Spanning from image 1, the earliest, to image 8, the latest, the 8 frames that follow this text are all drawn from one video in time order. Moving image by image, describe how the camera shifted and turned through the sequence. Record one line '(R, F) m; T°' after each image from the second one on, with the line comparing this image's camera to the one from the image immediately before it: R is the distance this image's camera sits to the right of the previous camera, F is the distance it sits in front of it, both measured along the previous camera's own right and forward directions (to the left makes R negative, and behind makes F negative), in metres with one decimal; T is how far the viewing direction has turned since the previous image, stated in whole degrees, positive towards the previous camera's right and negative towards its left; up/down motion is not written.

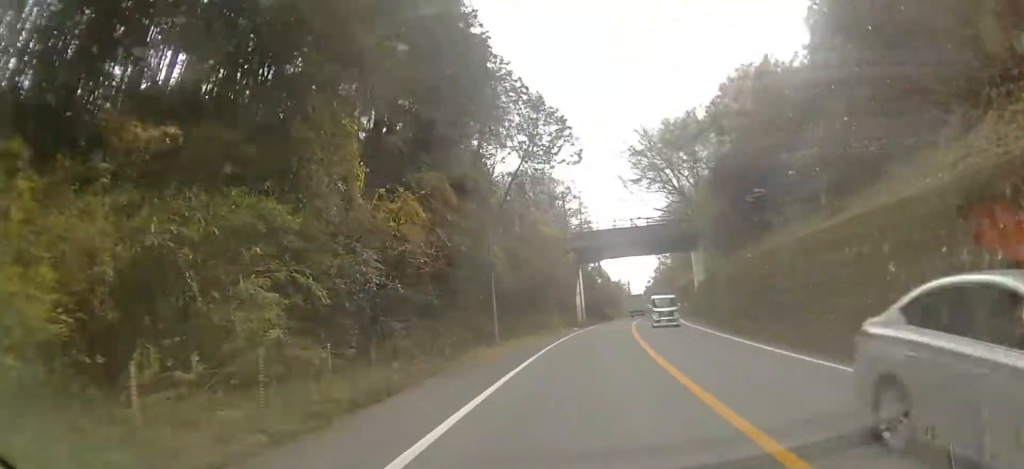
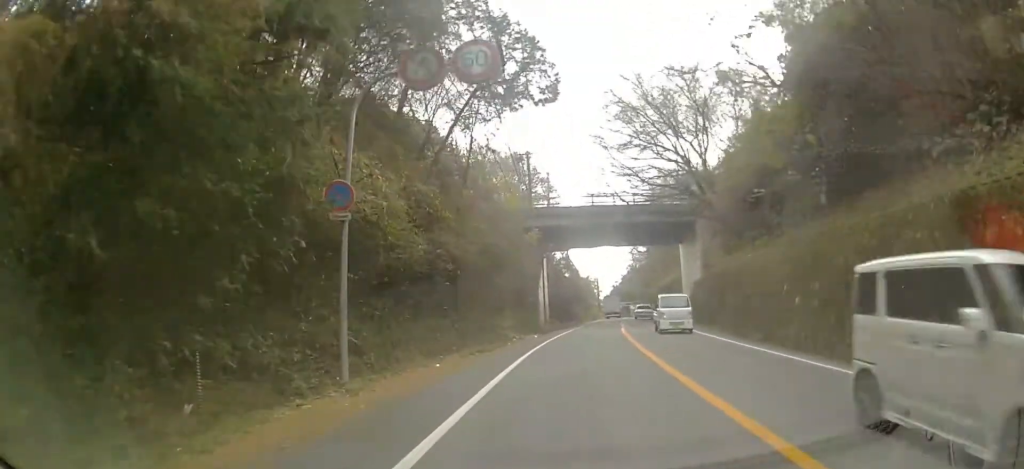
(+0.2, +12.6) m; +2°
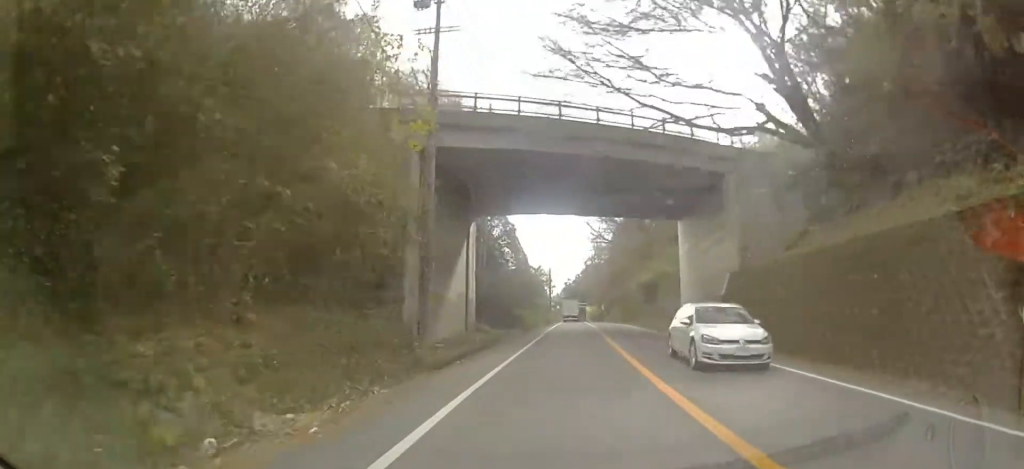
(+1.1, +19.9) m; +7°
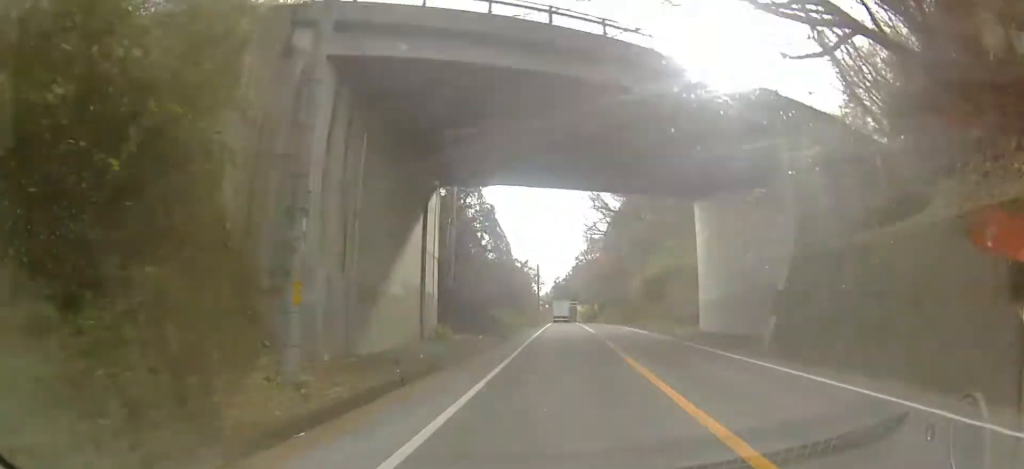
(+0.3, +7.6) m; +2°
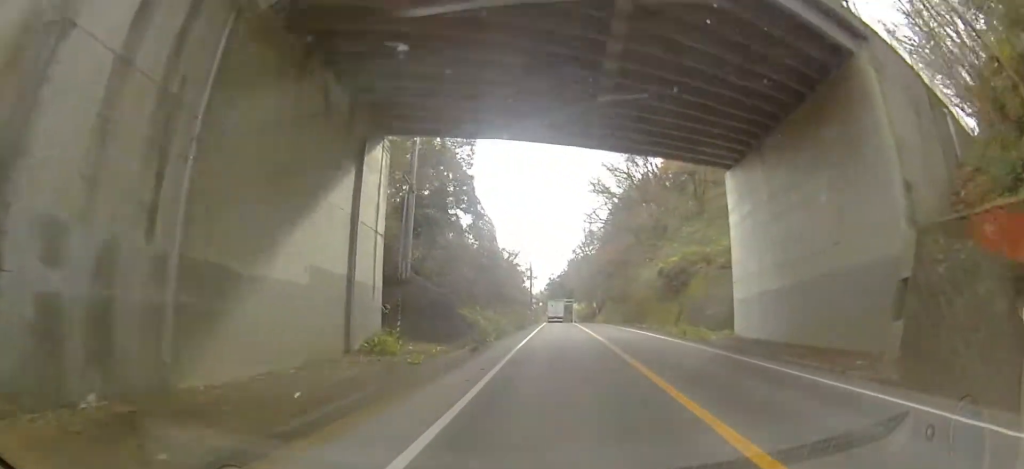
(-0.1, +7.9) m; +2°
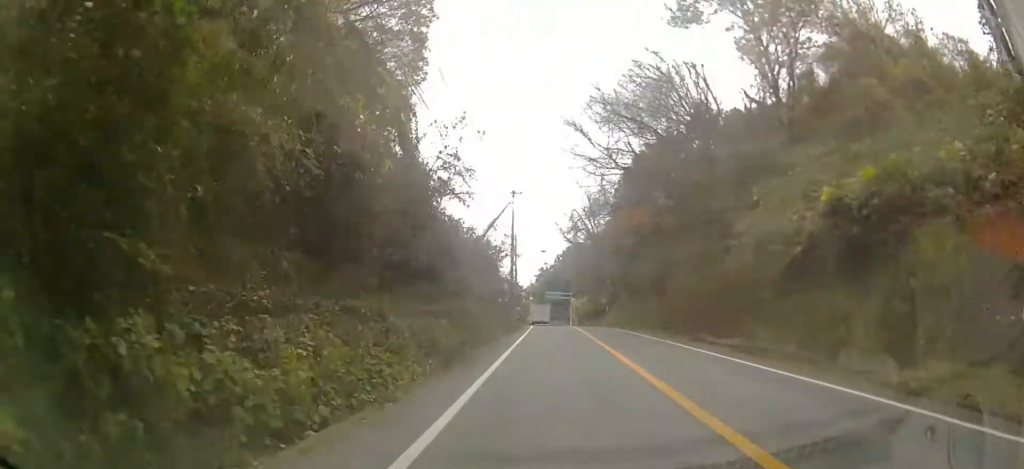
(+1.1, +22.0) m; +4°
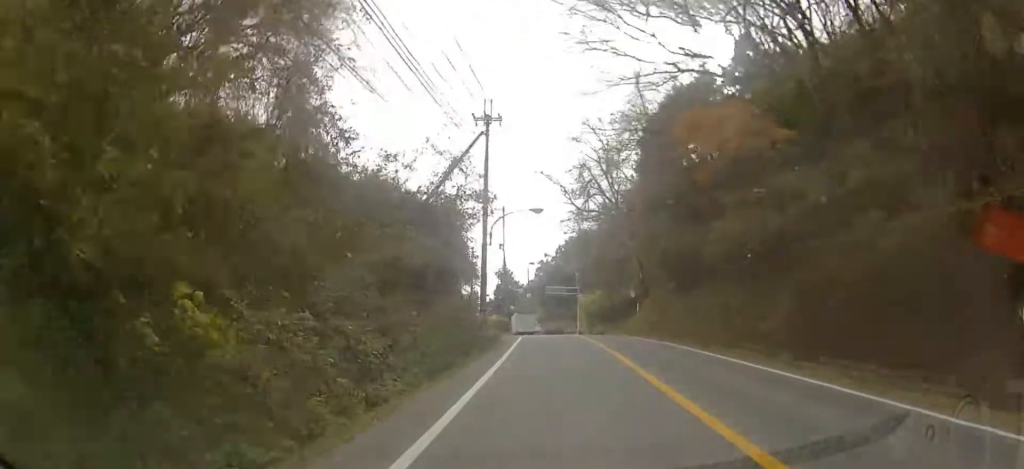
(-0.4, +18.2) m; -1°
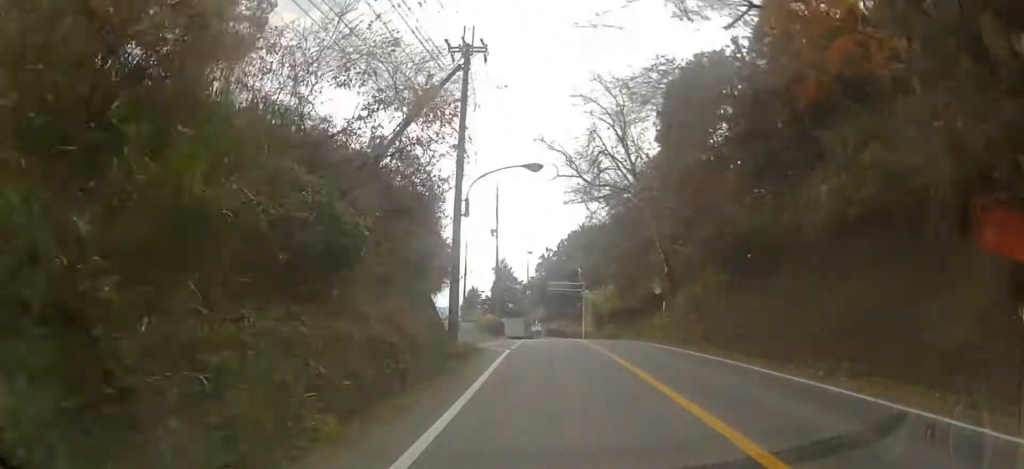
(-0.3, +7.9) m; 0°
